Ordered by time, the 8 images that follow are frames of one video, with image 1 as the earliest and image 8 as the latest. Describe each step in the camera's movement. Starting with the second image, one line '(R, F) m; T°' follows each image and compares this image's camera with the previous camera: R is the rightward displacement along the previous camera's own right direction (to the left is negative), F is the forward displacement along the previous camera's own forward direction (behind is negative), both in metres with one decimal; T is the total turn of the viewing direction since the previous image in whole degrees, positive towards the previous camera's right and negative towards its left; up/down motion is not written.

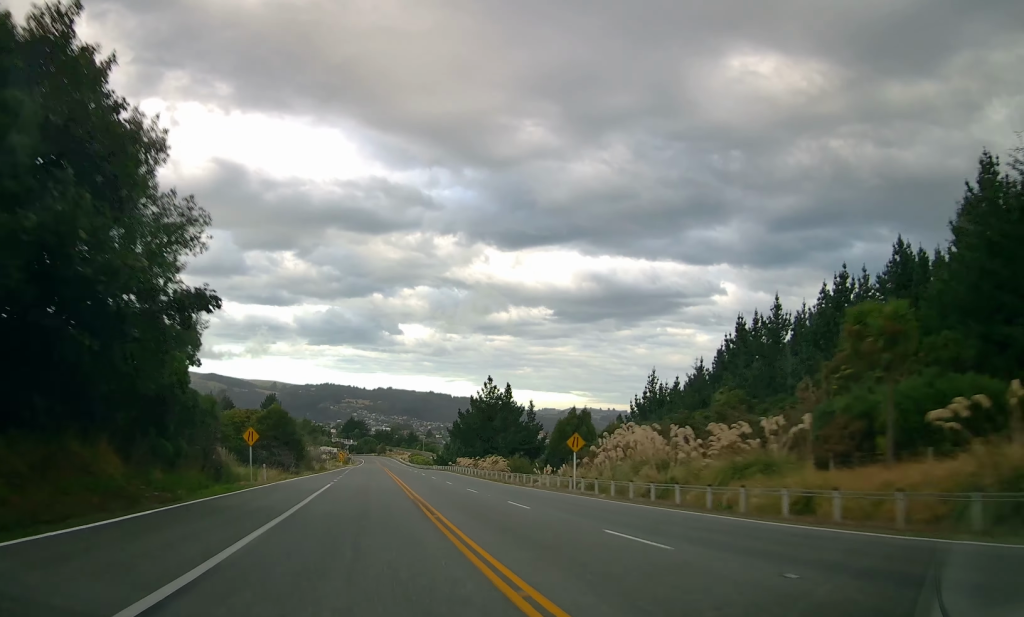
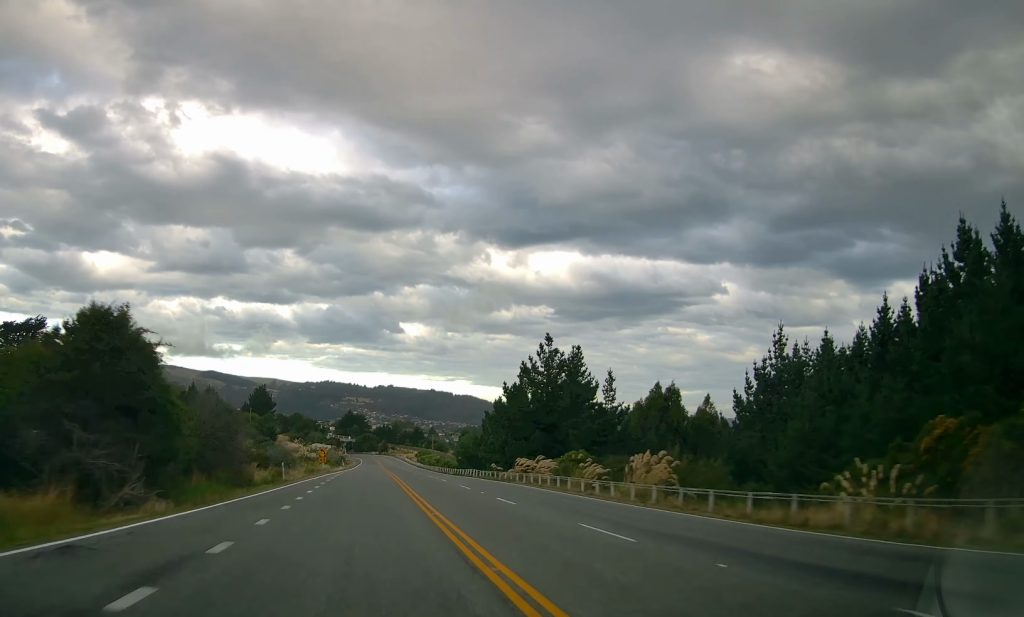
(-0.2, +38.1) m; -2°
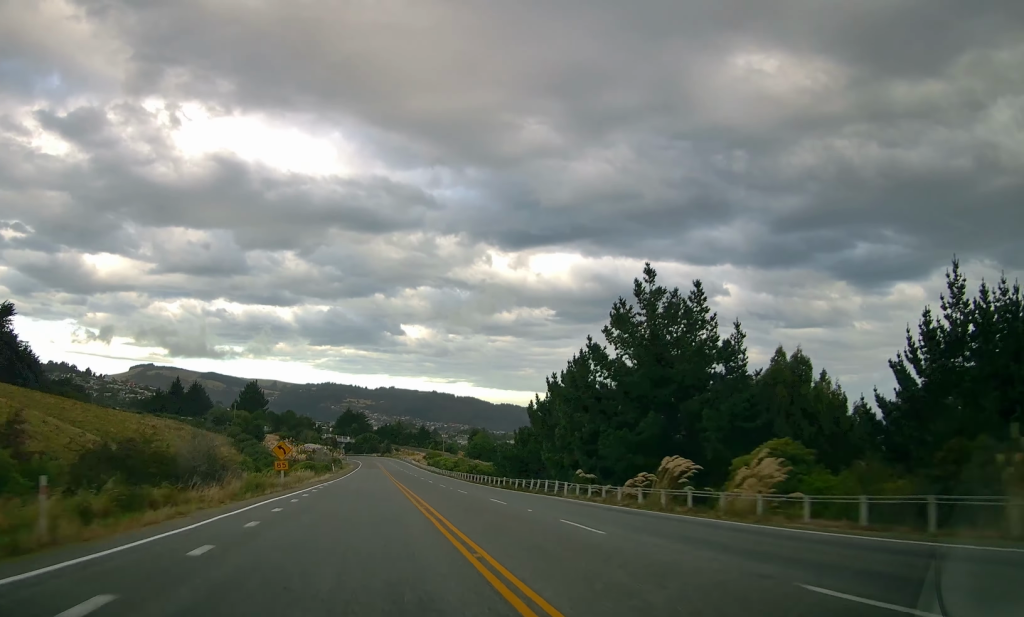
(-0.7, +29.4) m; 0°
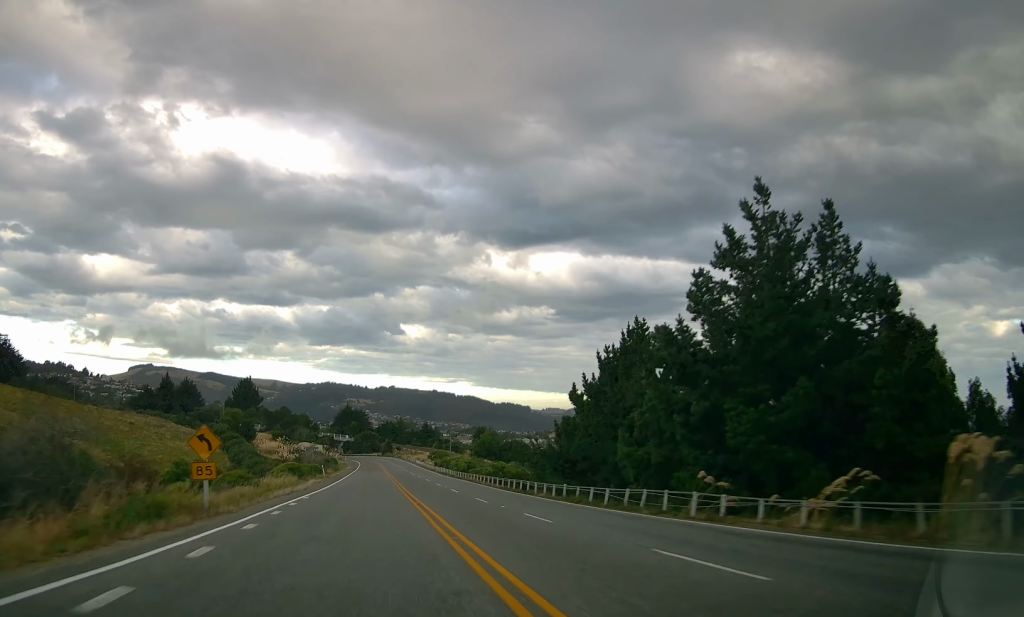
(+0.3, +16.0) m; +1°
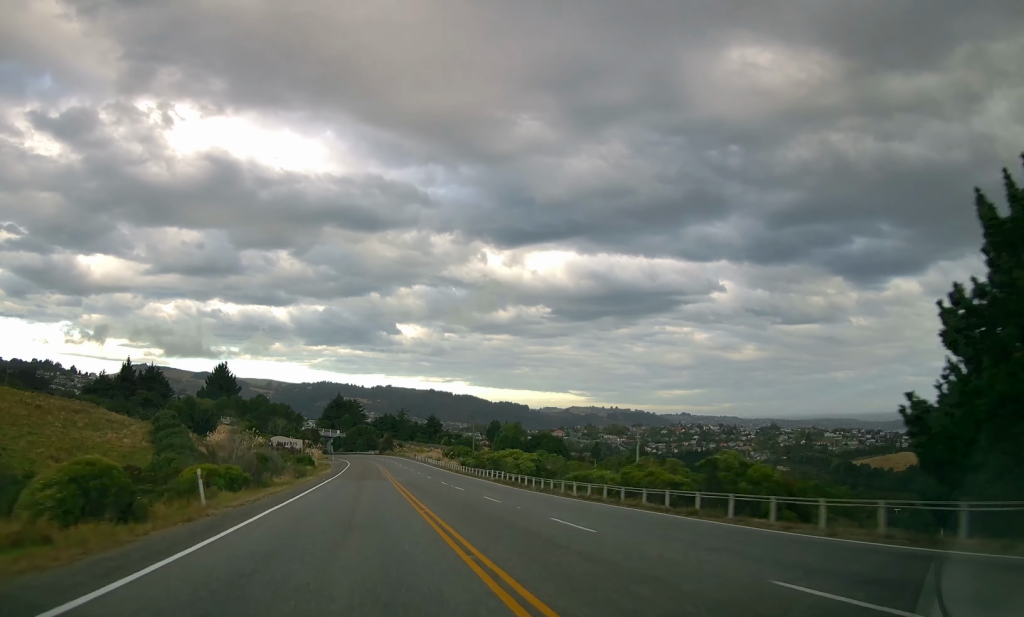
(0.0, +43.3) m; -1°
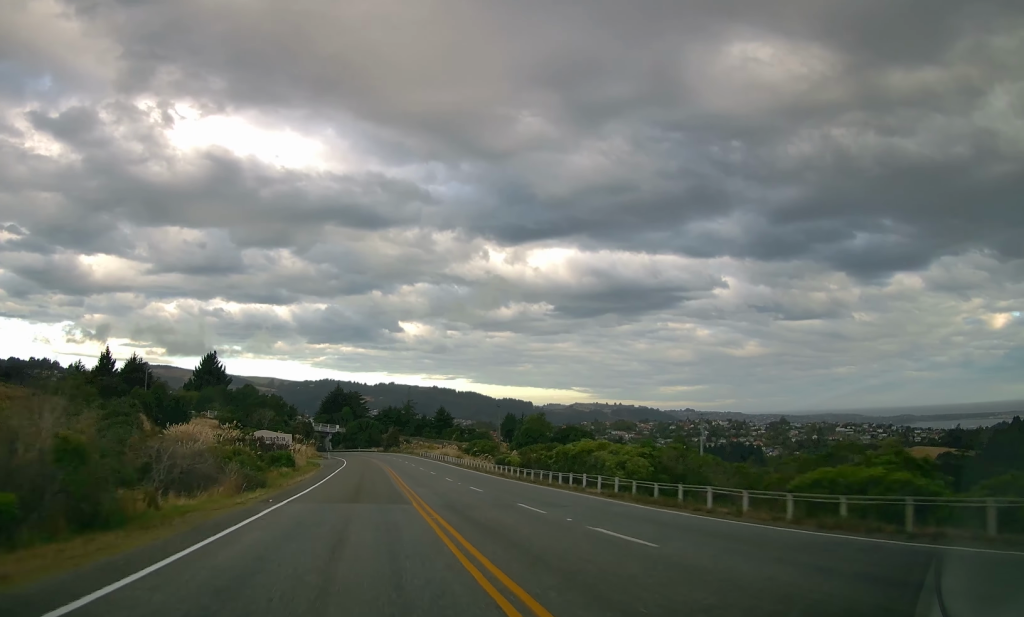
(-0.1, +22.4) m; -1°
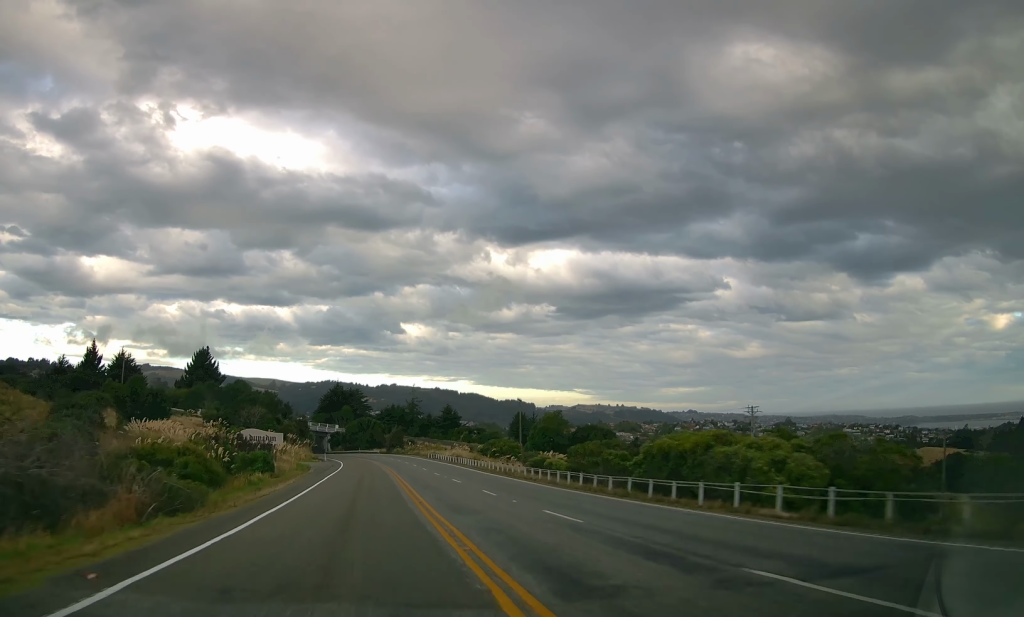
(0.0, +12.7) m; 0°
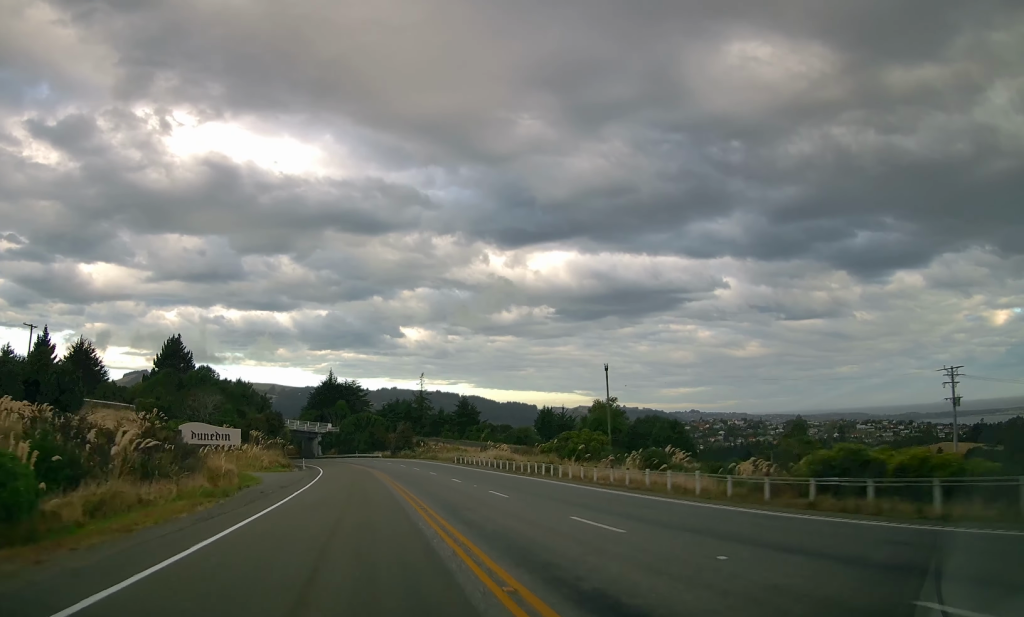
(-0.1, +33.0) m; 0°
